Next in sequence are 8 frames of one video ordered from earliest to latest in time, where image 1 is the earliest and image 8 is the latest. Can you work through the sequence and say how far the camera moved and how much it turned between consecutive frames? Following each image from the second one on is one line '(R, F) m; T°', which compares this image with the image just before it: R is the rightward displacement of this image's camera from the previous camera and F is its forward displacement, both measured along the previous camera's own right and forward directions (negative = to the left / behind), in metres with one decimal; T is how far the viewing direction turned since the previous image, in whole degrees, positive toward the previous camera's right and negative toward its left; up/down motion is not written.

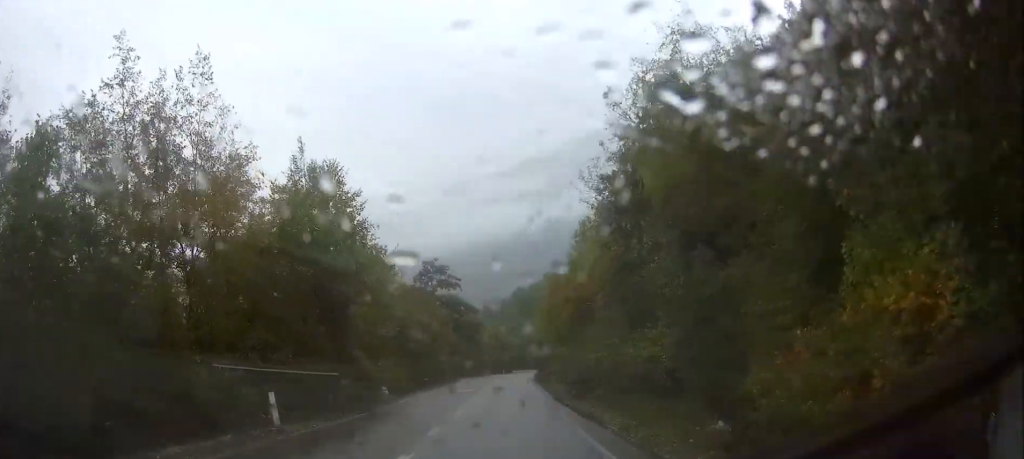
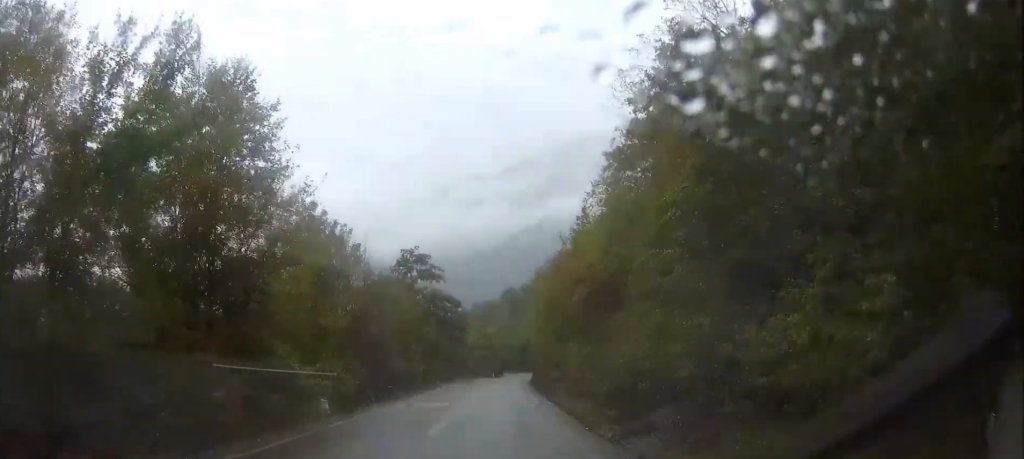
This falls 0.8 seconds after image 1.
(+0.1, +9.7) m; 0°
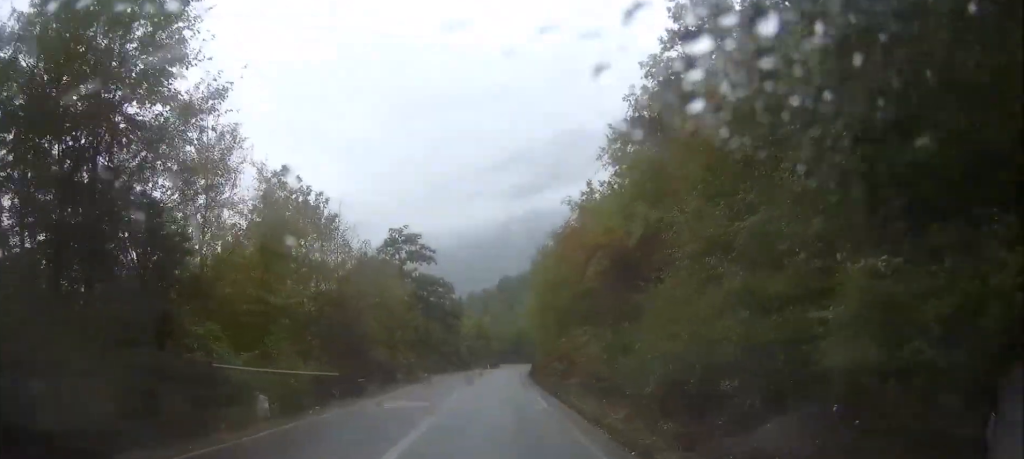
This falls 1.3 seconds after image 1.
(0.0, +5.5) m; 0°
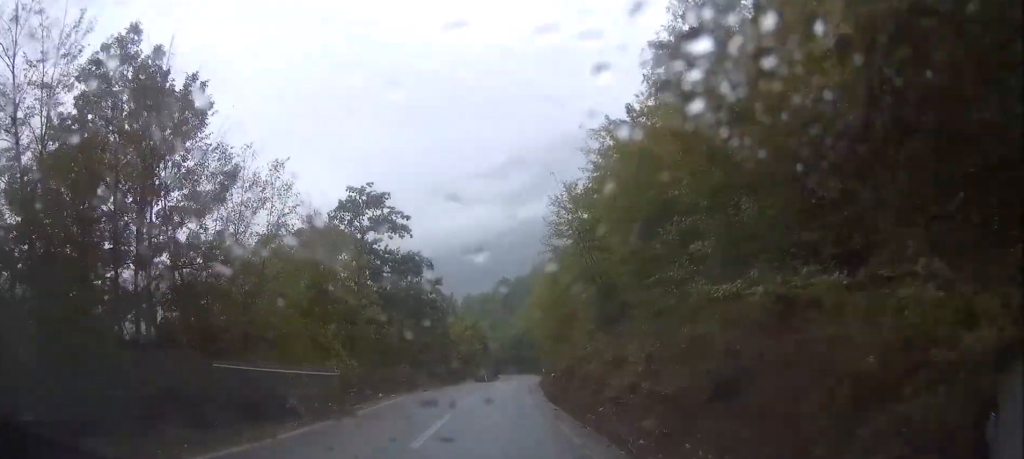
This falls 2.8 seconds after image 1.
(-0.3, +18.1) m; -2°
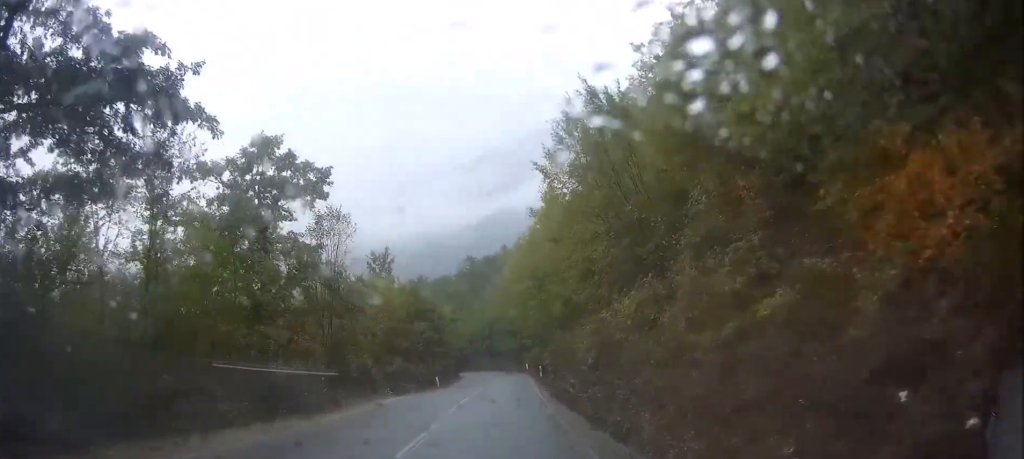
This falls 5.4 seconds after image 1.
(-0.4, +33.3) m; +1°
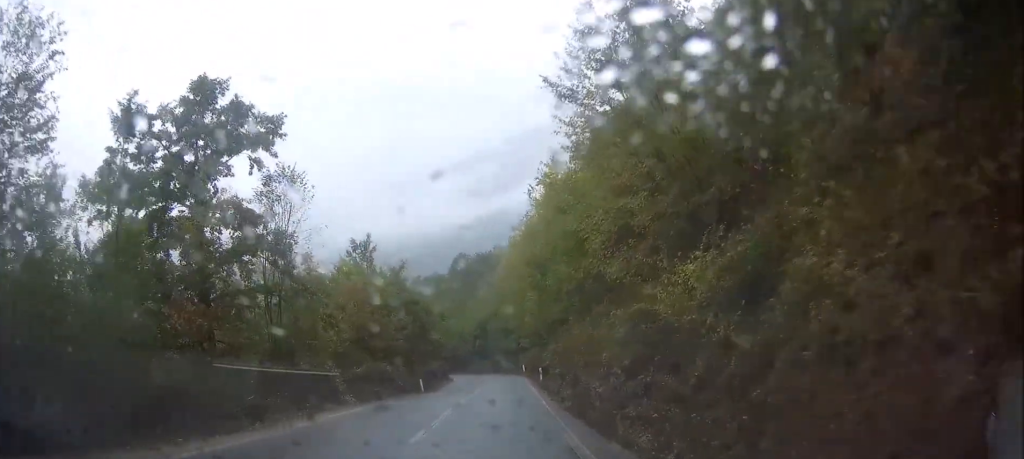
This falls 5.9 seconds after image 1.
(+0.2, +6.3) m; +1°
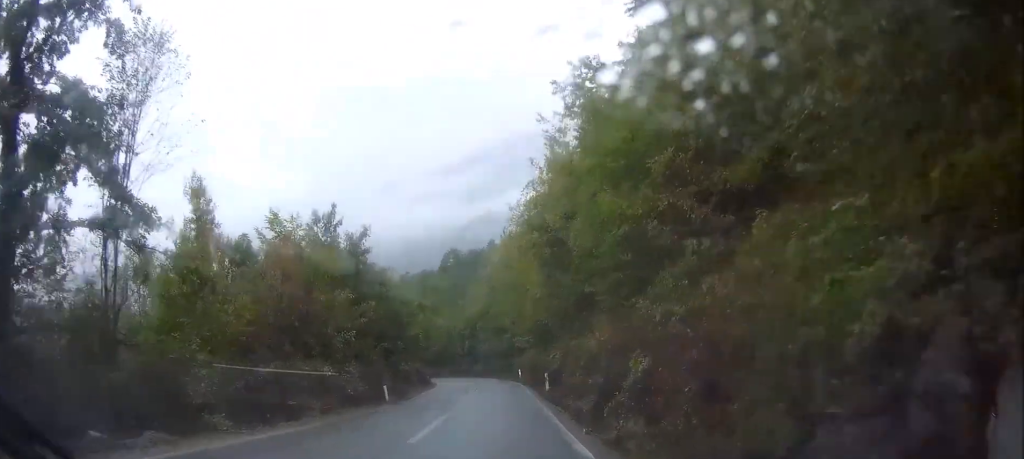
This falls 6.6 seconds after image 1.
(0.0, +10.5) m; 0°
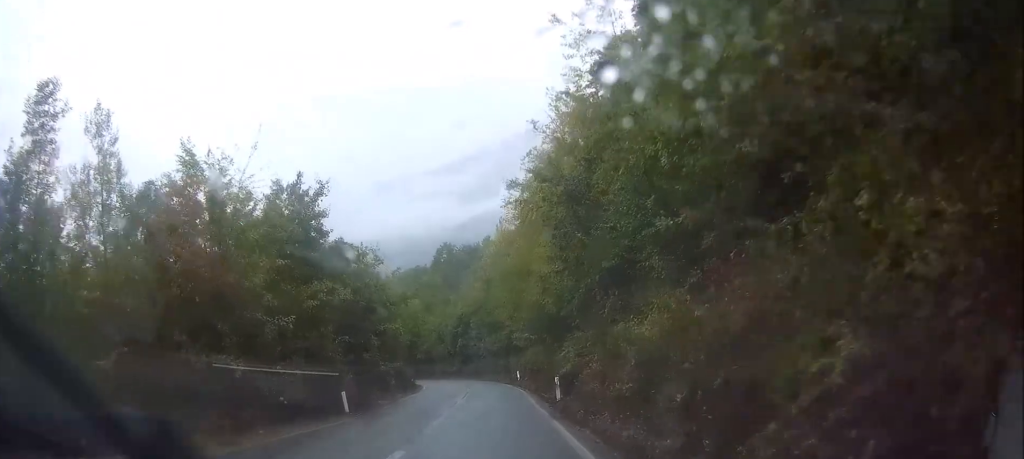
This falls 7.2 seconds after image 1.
(0.0, +7.4) m; 0°
